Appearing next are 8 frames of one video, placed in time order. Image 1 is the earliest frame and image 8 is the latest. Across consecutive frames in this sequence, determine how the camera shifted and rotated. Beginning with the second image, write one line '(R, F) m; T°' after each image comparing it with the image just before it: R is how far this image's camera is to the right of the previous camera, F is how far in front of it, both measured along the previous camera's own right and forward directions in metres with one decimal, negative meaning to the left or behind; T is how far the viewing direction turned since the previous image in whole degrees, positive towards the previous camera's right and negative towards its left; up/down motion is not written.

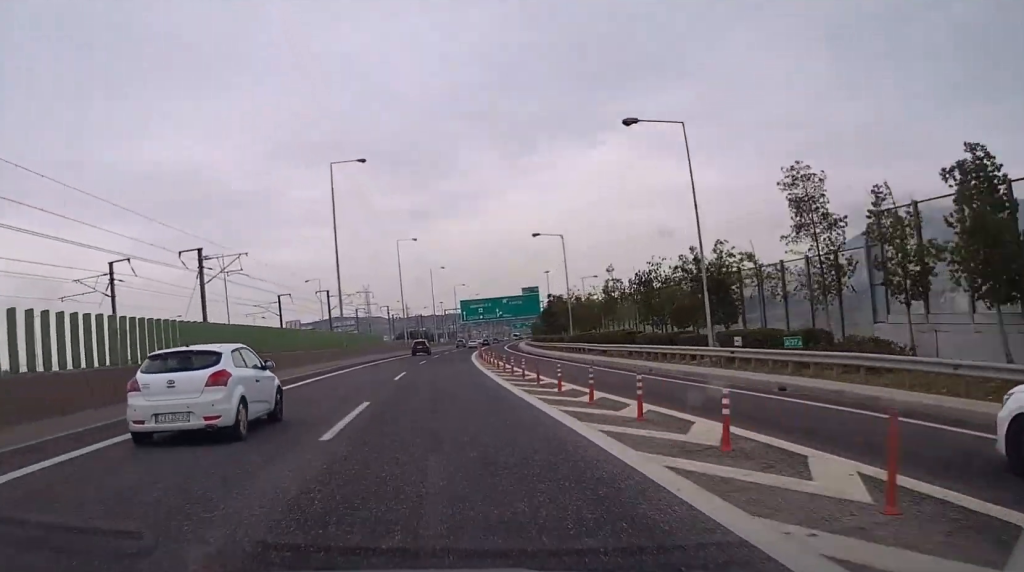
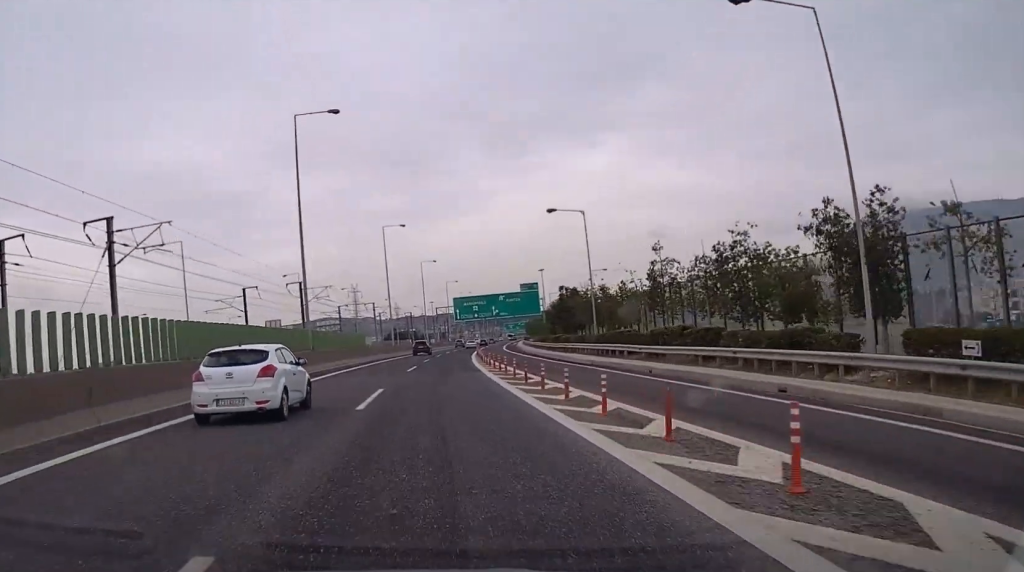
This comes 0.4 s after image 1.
(0.0, +12.8) m; +1°
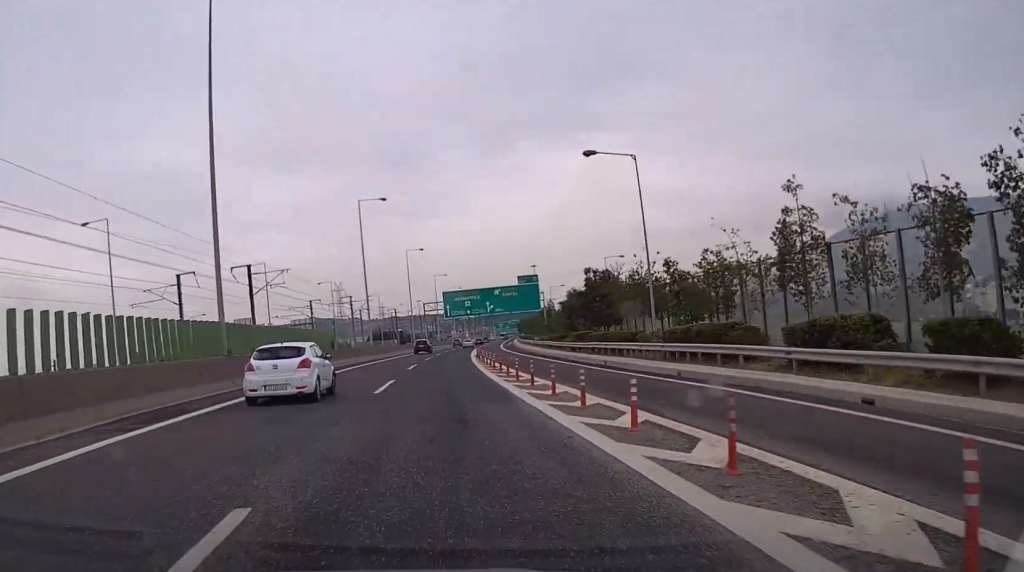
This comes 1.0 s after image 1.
(+0.1, +16.8) m; +1°
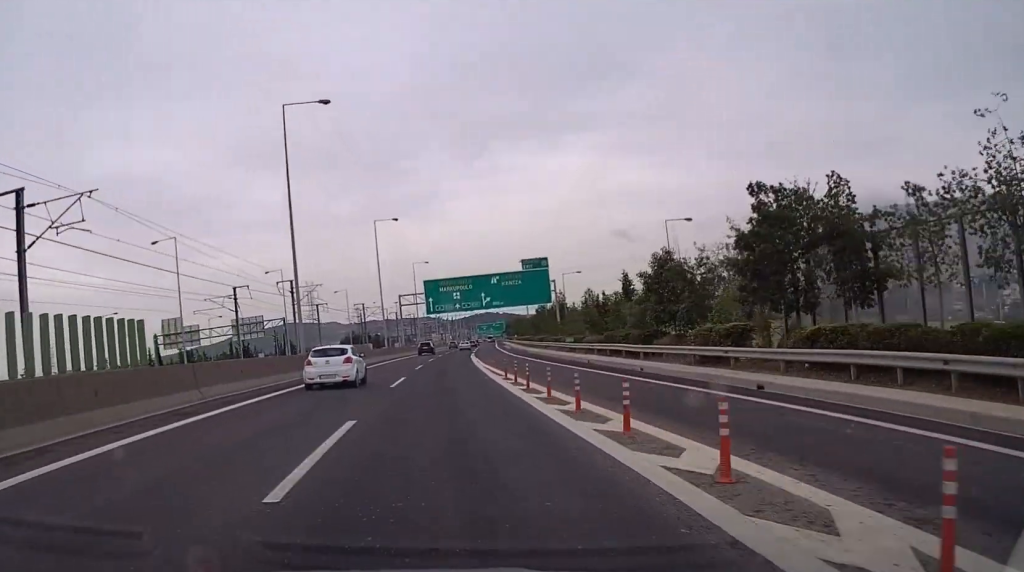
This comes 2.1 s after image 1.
(+0.5, +31.7) m; +2°
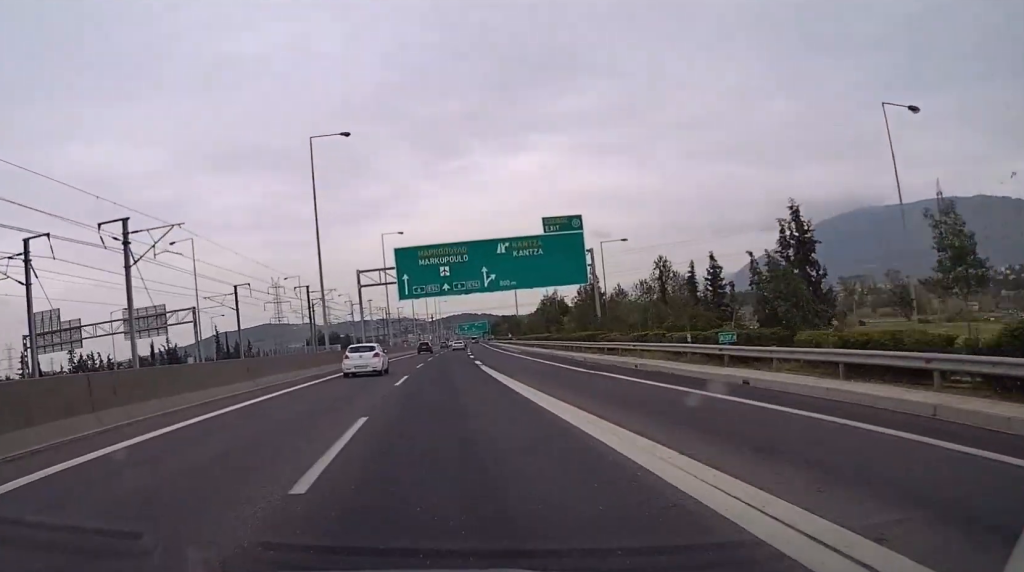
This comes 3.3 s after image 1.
(+0.6, +35.7) m; +2°
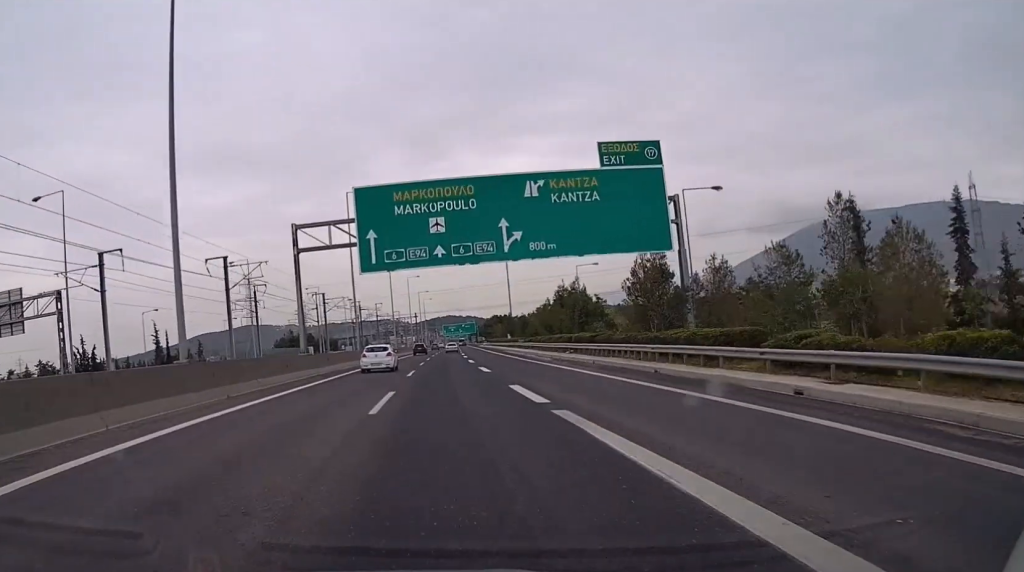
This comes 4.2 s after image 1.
(+0.3, +27.8) m; +1°
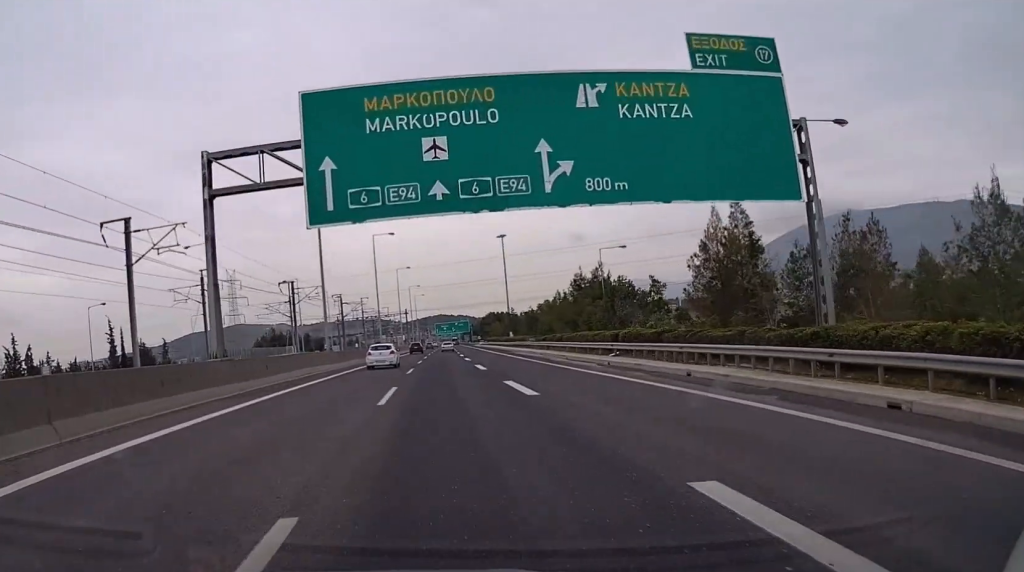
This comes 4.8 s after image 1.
(+0.1, +16.9) m; +1°
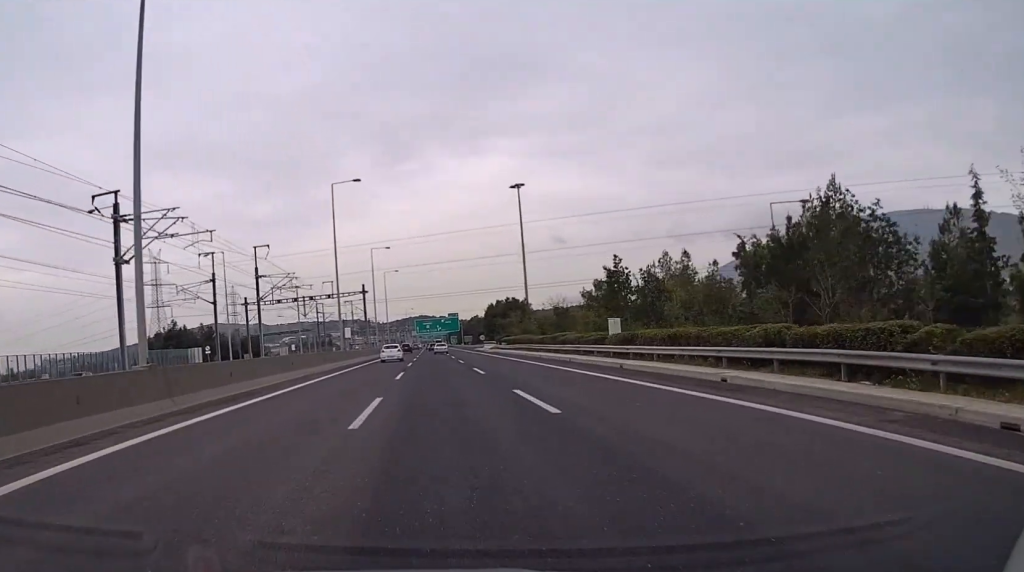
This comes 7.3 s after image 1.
(+1.5, +76.6) m; +1°
